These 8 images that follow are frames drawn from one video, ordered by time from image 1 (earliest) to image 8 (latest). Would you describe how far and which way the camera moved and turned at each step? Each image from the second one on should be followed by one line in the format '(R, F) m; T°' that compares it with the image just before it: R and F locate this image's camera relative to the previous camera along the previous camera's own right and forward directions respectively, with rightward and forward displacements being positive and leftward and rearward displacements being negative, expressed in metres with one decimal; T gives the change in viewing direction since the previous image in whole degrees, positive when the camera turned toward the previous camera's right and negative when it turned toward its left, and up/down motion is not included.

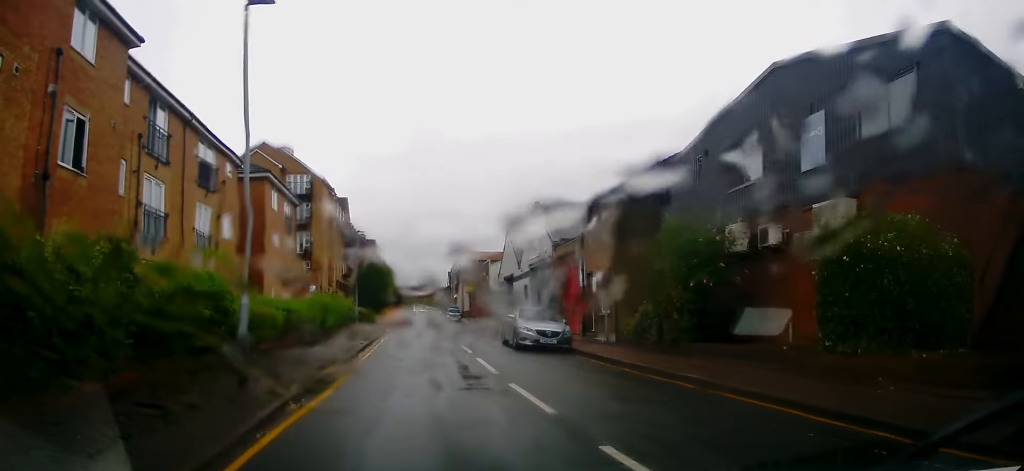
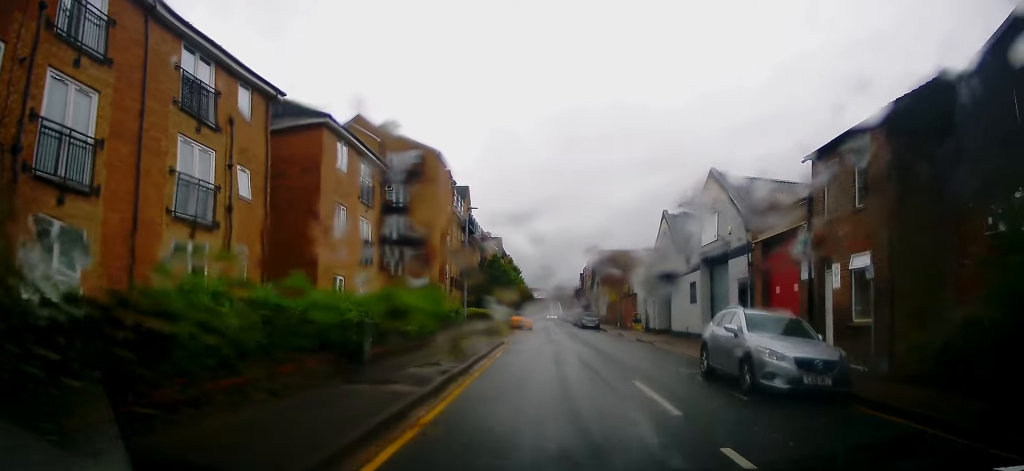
(-1.7, +9.3) m; -11°
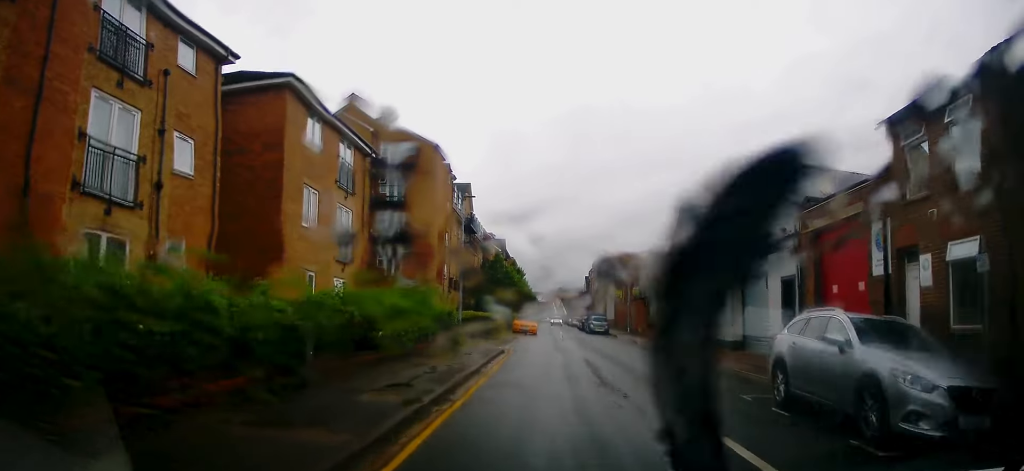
(+0.2, +3.5) m; 0°
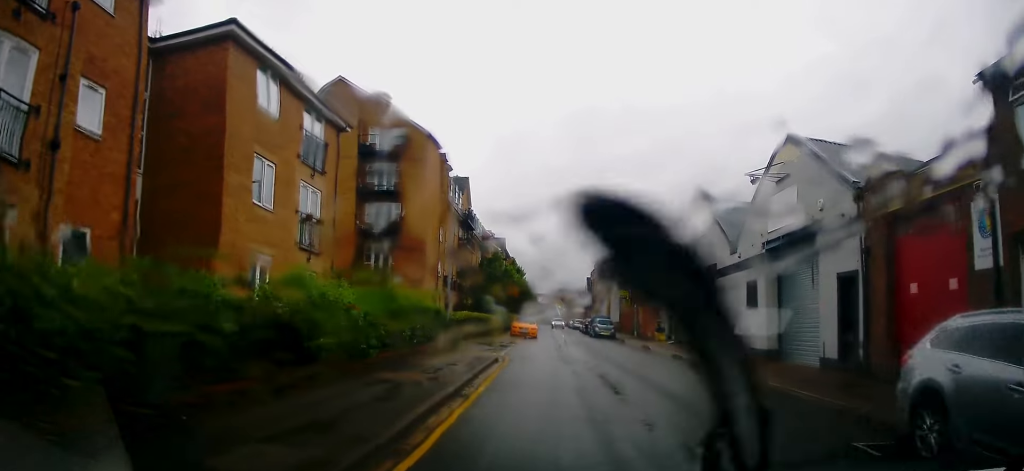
(-0.1, +3.7) m; -2°
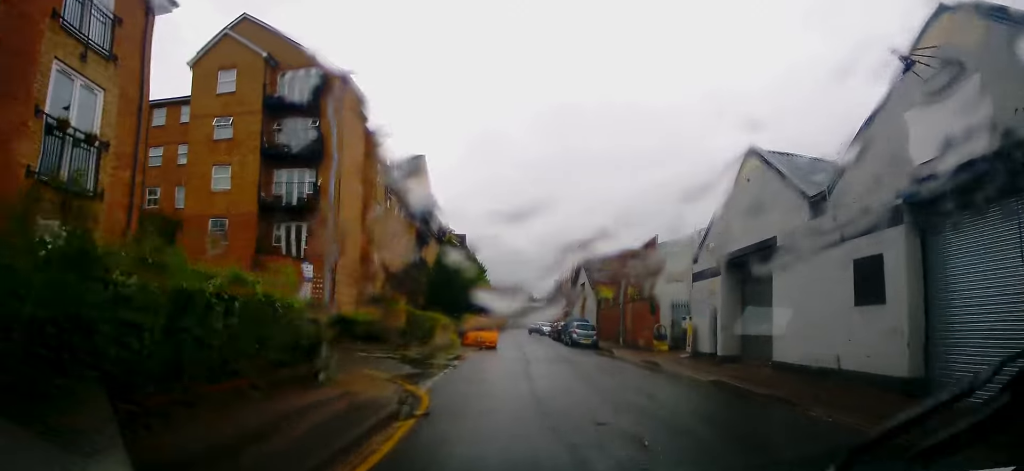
(+0.1, +10.0) m; +5°
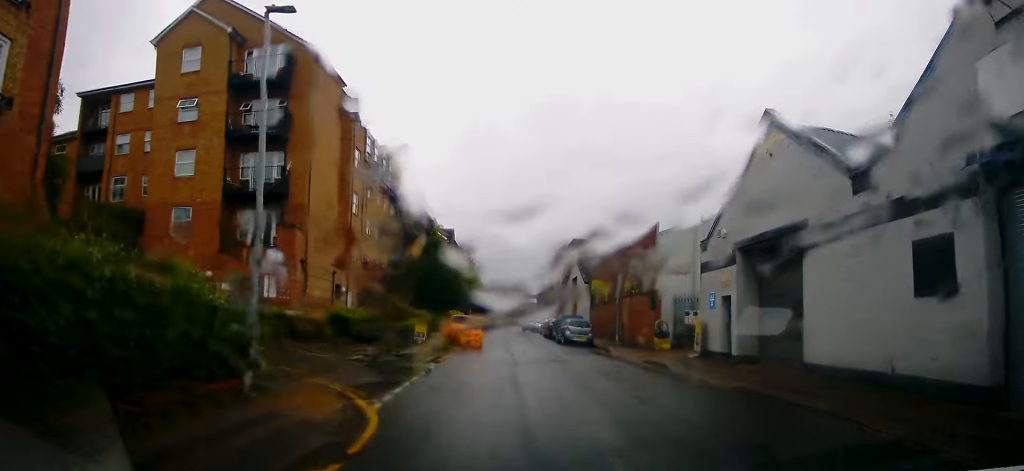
(+0.2, +2.6) m; +1°
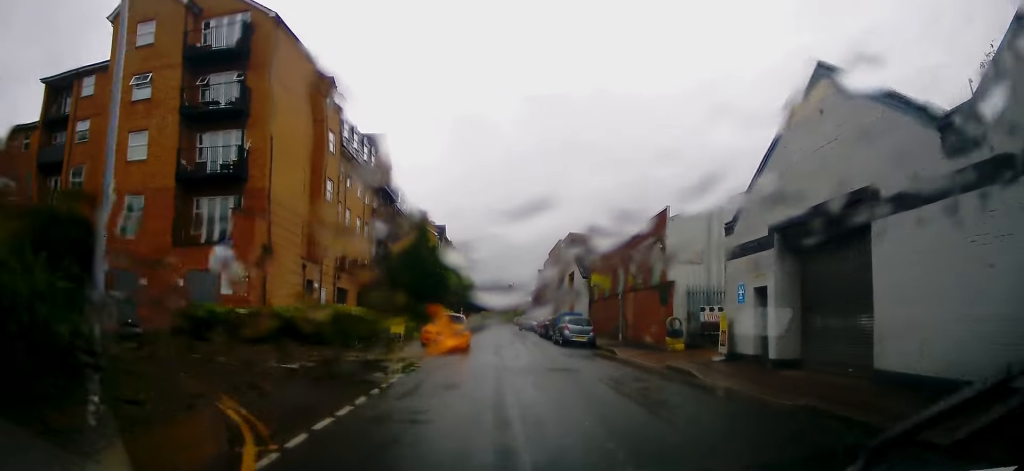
(0.0, +3.5) m; -1°
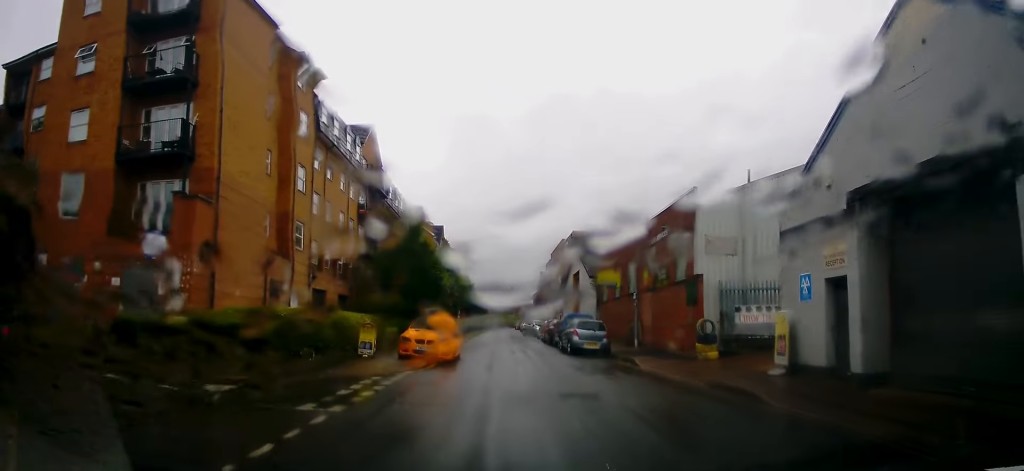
(0.0, +4.1) m; -3°
